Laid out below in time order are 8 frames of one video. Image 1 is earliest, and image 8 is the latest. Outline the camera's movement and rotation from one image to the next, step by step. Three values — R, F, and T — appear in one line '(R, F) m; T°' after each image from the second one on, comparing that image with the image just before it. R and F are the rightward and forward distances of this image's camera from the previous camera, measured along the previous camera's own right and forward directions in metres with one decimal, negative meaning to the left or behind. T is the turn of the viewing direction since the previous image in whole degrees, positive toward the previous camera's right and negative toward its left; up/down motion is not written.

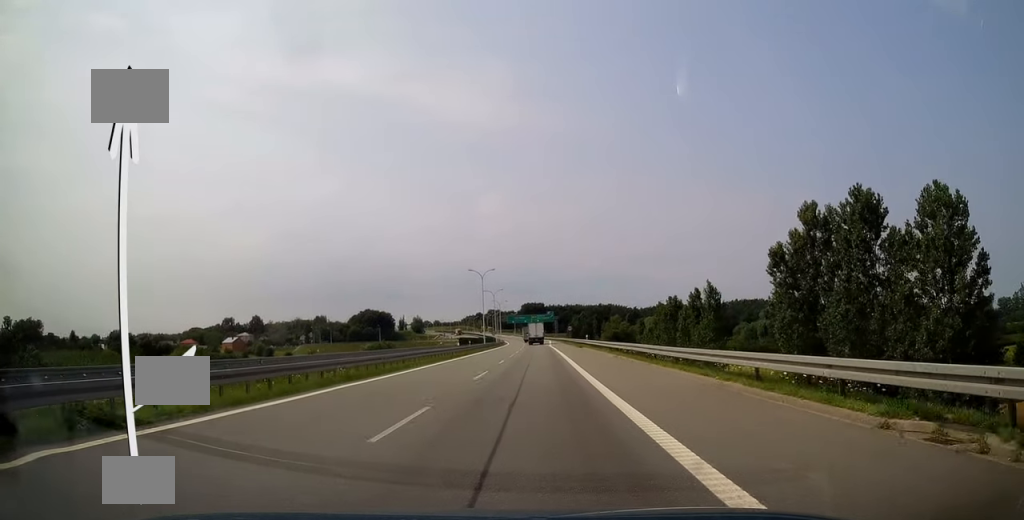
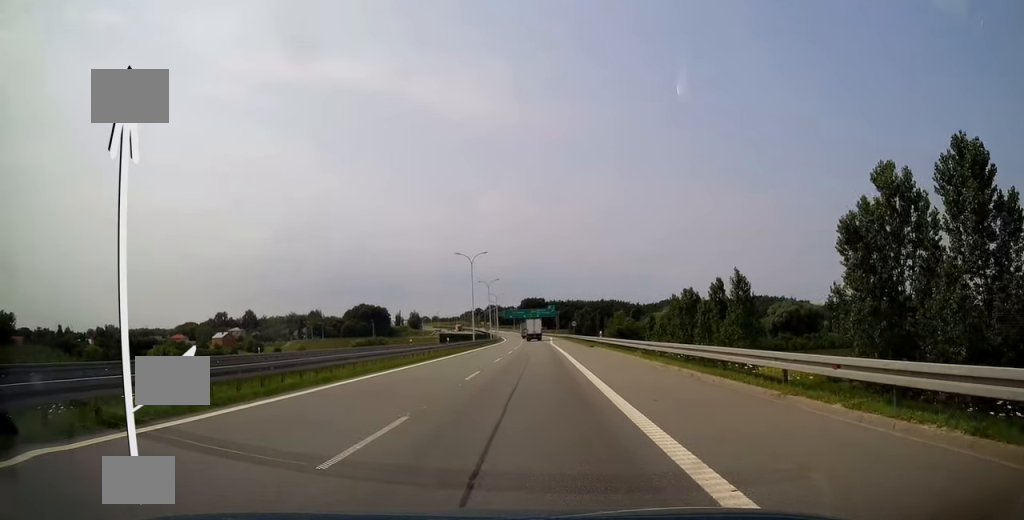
(+0.2, +13.7) m; 0°
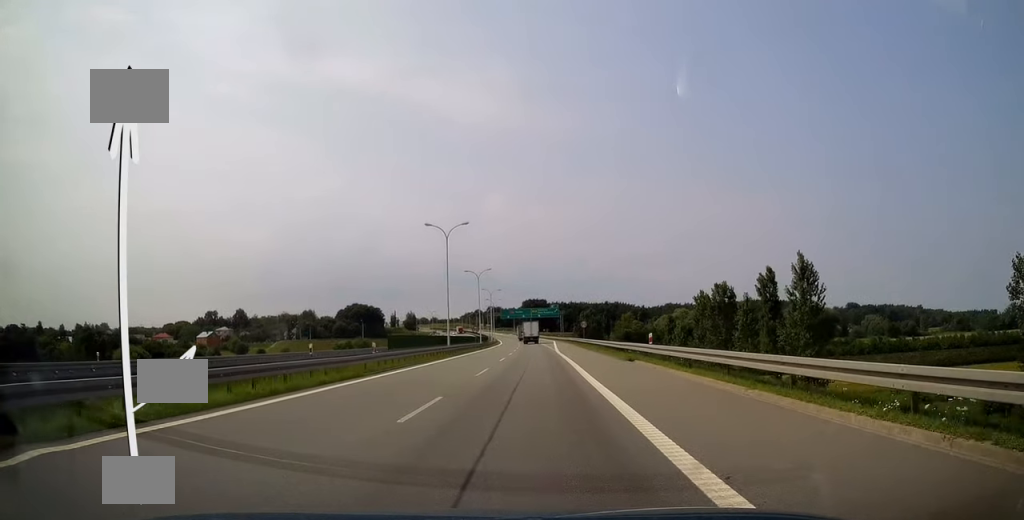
(-0.2, +20.4) m; -1°
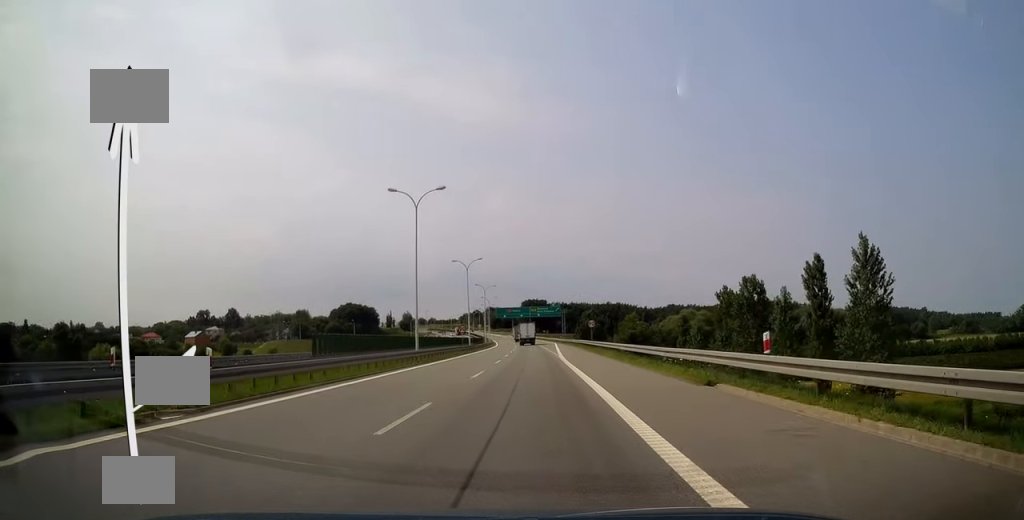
(-0.1, +13.1) m; 0°
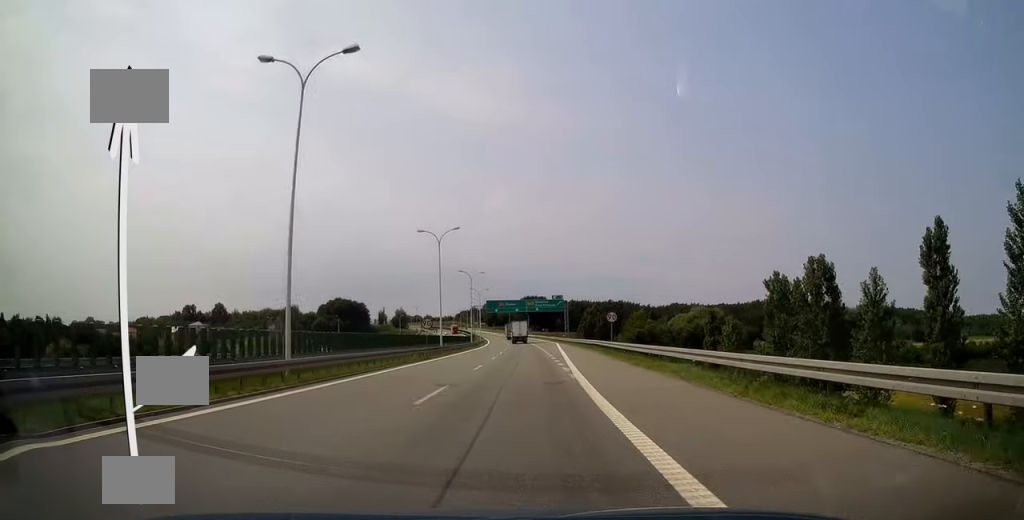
(0.0, +20.2) m; 0°
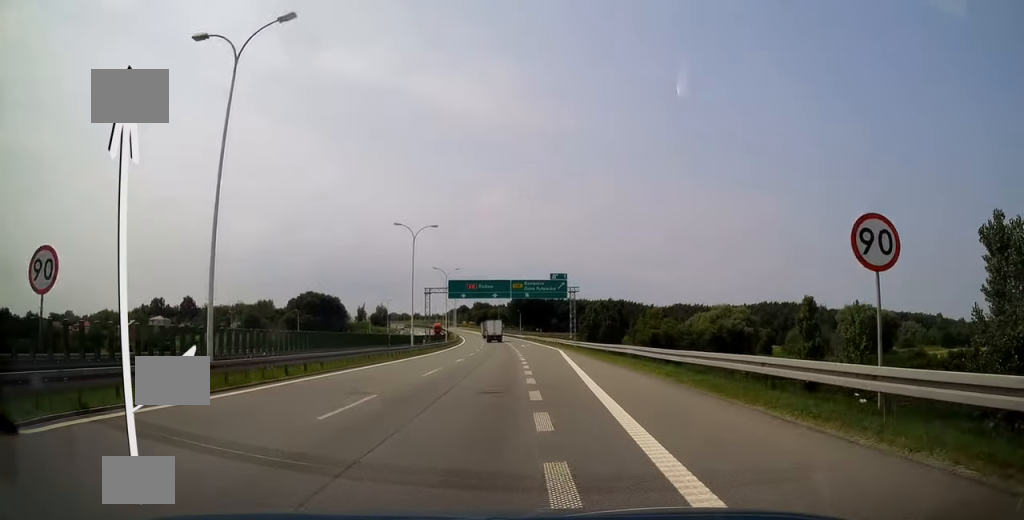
(+0.1, +38.2) m; 0°
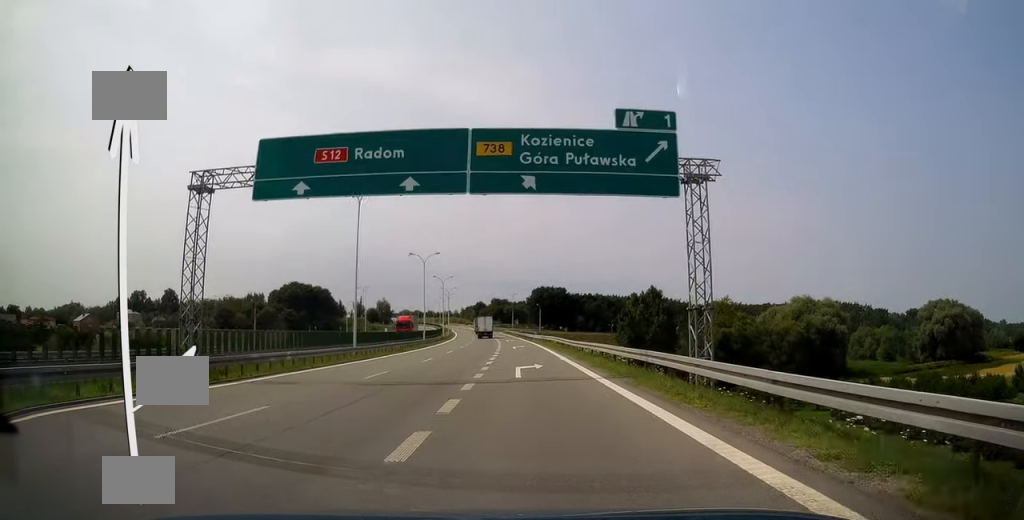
(-0.8, +50.5) m; -2°
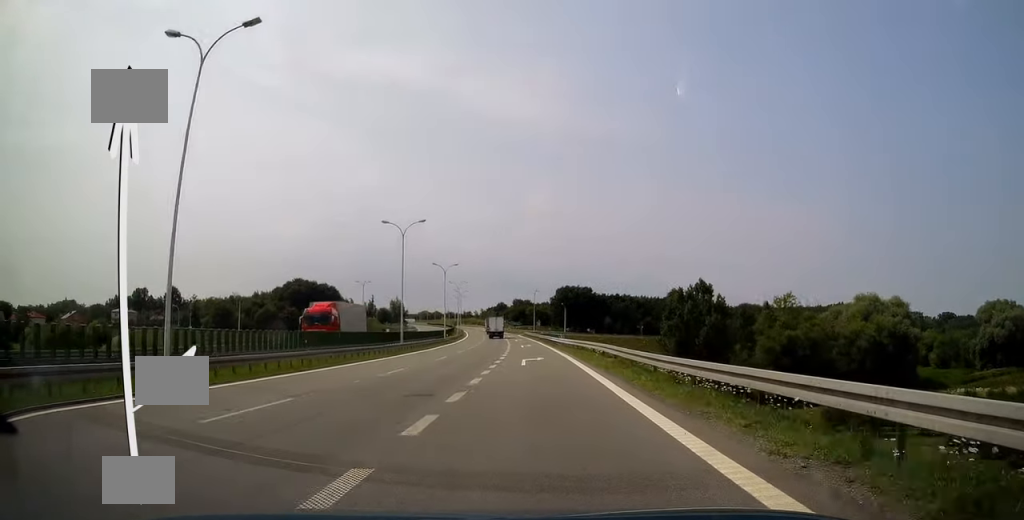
(-0.2, +22.6) m; -1°
